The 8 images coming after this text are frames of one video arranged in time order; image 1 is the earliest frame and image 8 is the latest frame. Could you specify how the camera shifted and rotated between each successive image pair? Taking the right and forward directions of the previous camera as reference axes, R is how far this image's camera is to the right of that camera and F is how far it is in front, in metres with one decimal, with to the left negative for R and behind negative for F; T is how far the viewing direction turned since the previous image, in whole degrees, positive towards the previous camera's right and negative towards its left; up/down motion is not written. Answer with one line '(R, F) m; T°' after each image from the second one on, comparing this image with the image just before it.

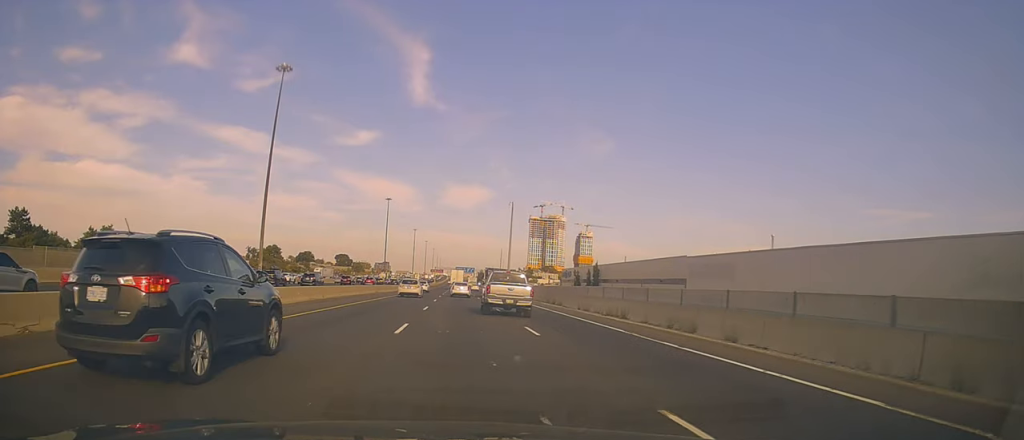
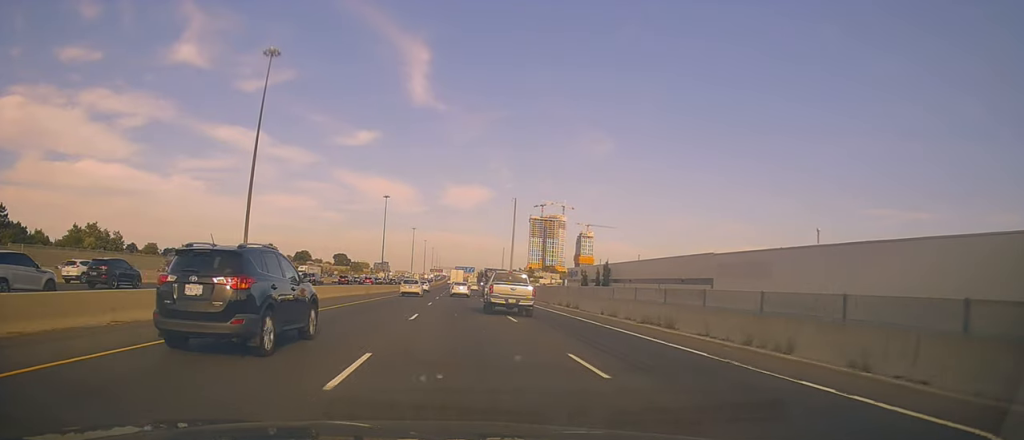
(+0.6, +6.9) m; +1°
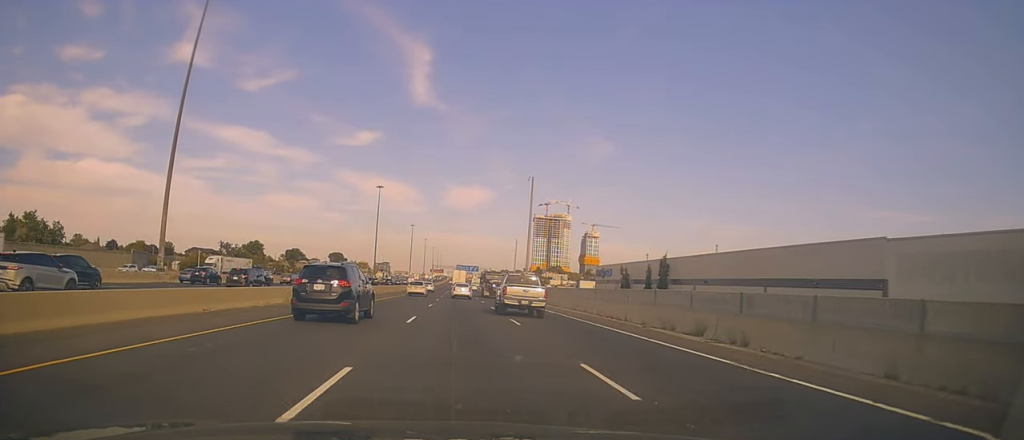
(-0.1, +24.8) m; -2°
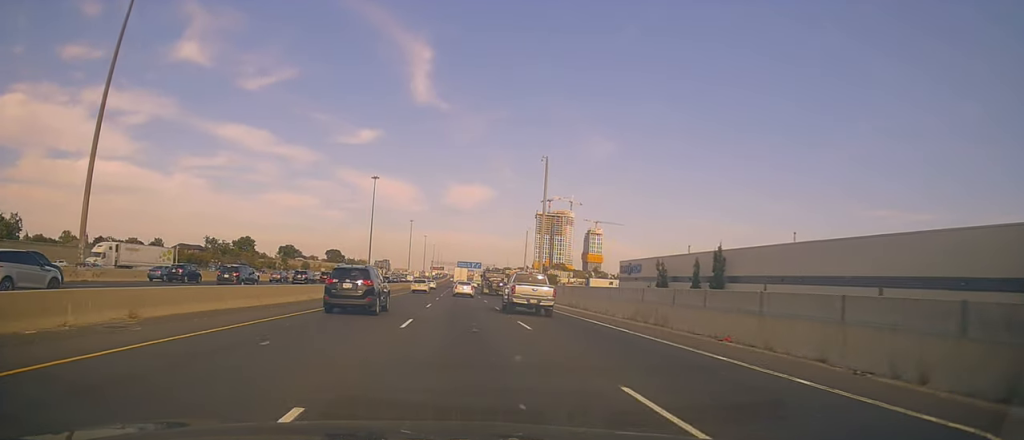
(+0.1, +14.6) m; +2°
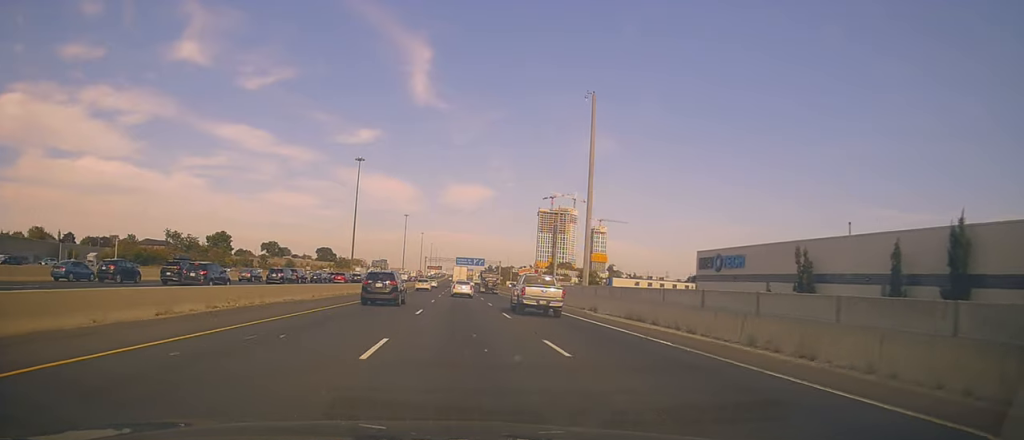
(+1.0, +30.5) m; +1°
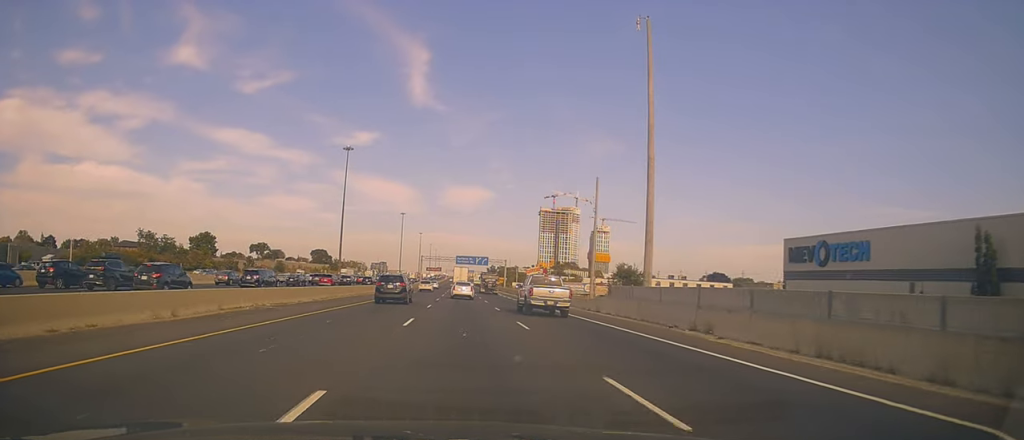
(-0.2, +17.6) m; -1°
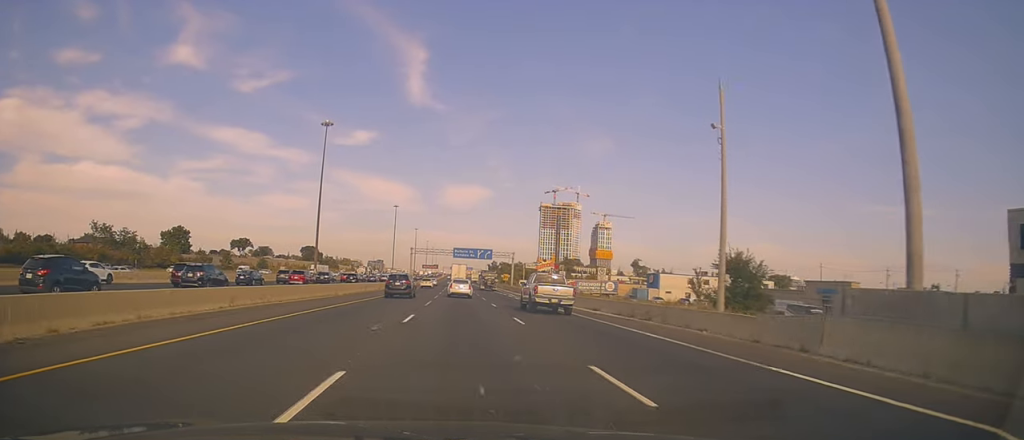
(-0.2, +23.6) m; -1°
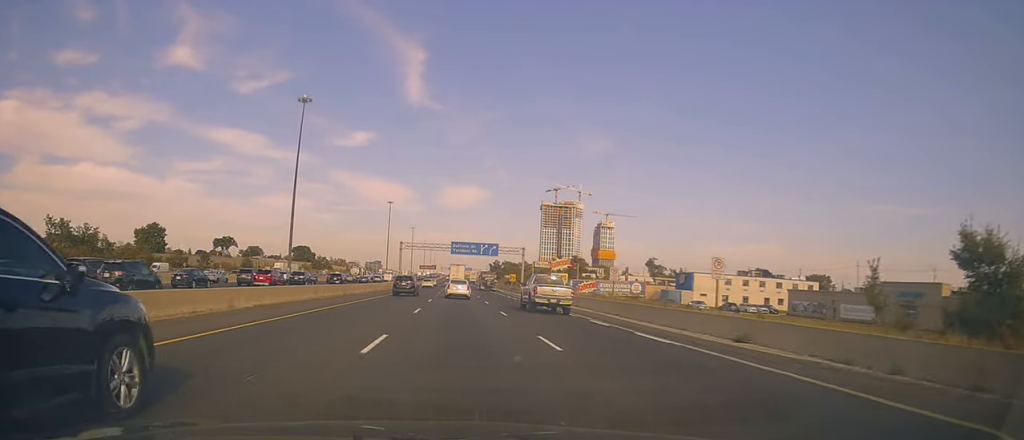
(0.0, +20.2) m; +1°
